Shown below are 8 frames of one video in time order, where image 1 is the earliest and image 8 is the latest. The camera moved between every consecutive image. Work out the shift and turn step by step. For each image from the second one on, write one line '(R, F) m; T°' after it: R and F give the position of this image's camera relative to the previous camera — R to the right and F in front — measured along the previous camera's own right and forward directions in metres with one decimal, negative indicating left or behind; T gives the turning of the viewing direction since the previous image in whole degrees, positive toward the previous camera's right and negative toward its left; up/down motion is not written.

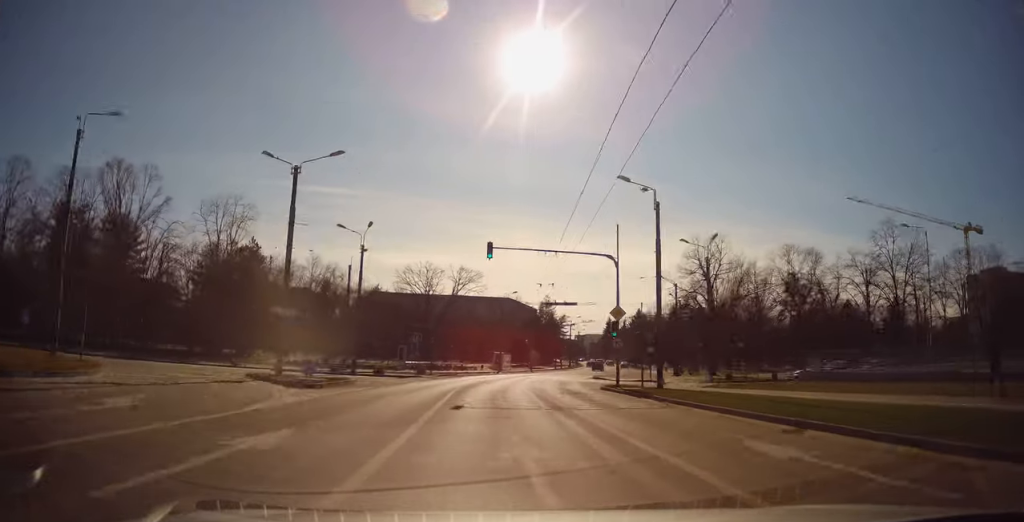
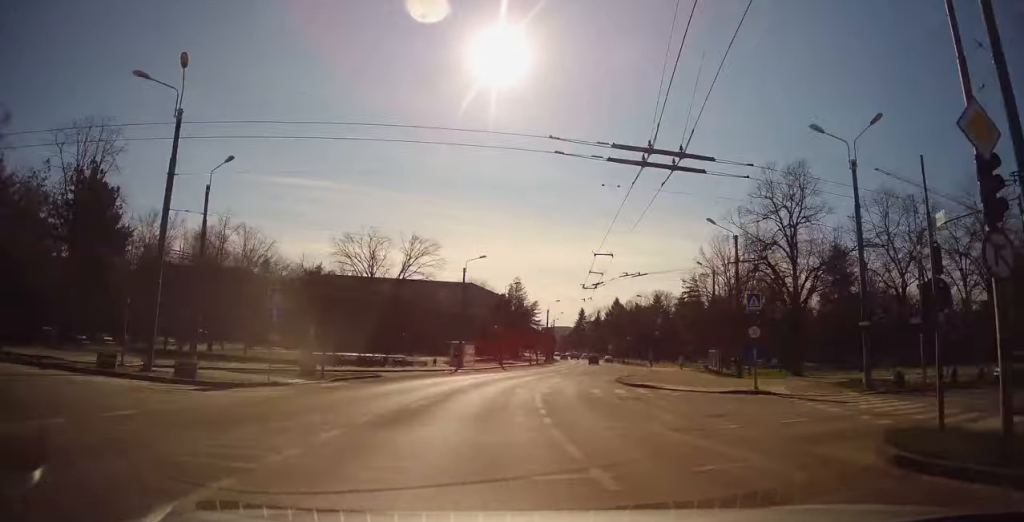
(+0.7, +22.7) m; +4°
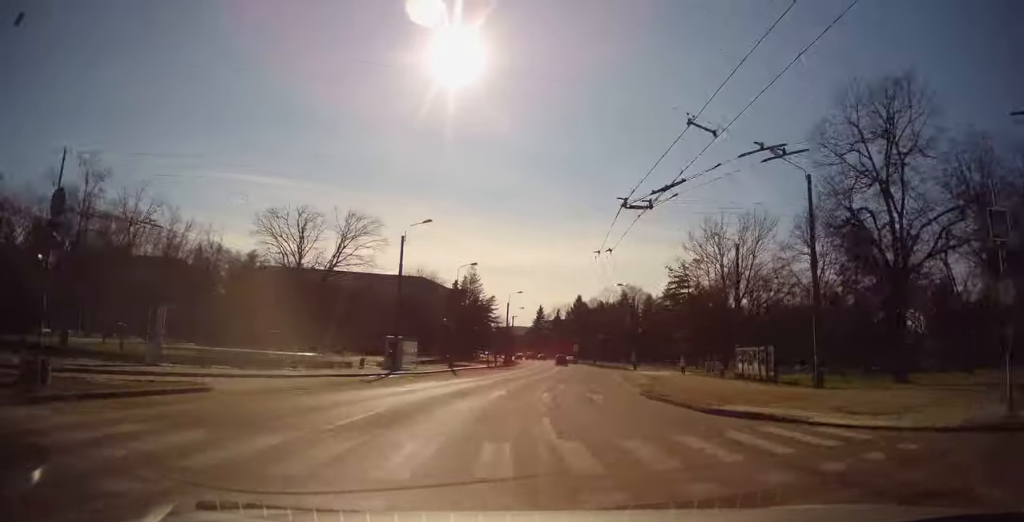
(+0.3, +14.6) m; +4°
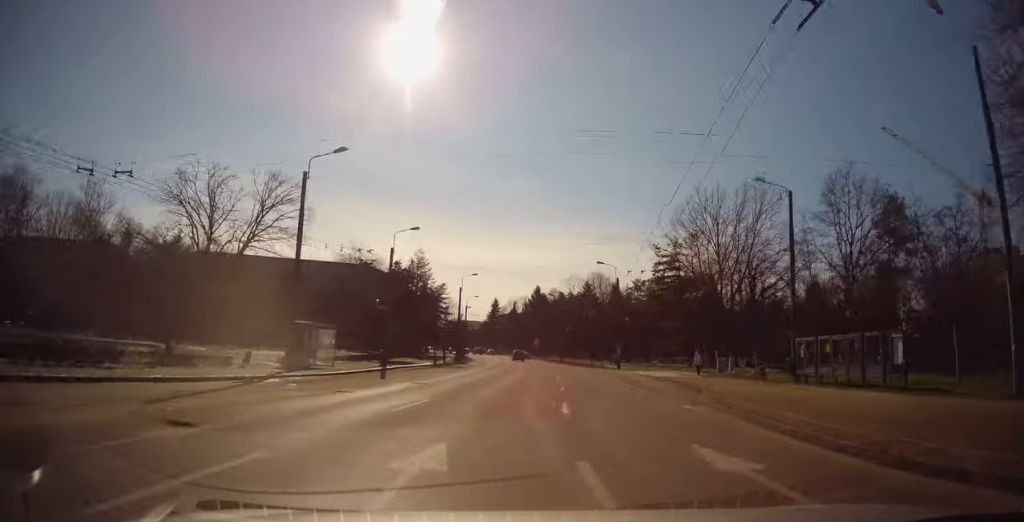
(+0.3, +13.7) m; +4°
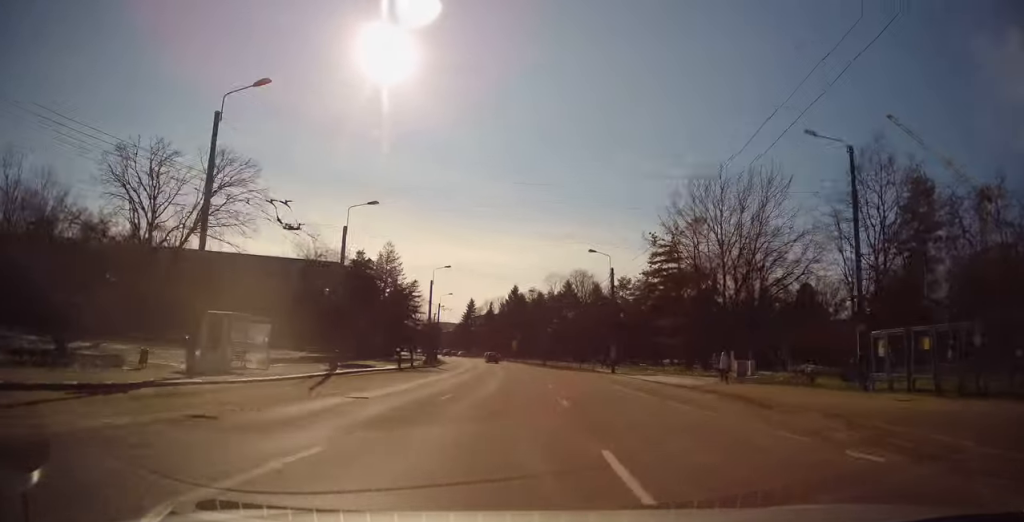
(+0.3, +7.7) m; +2°
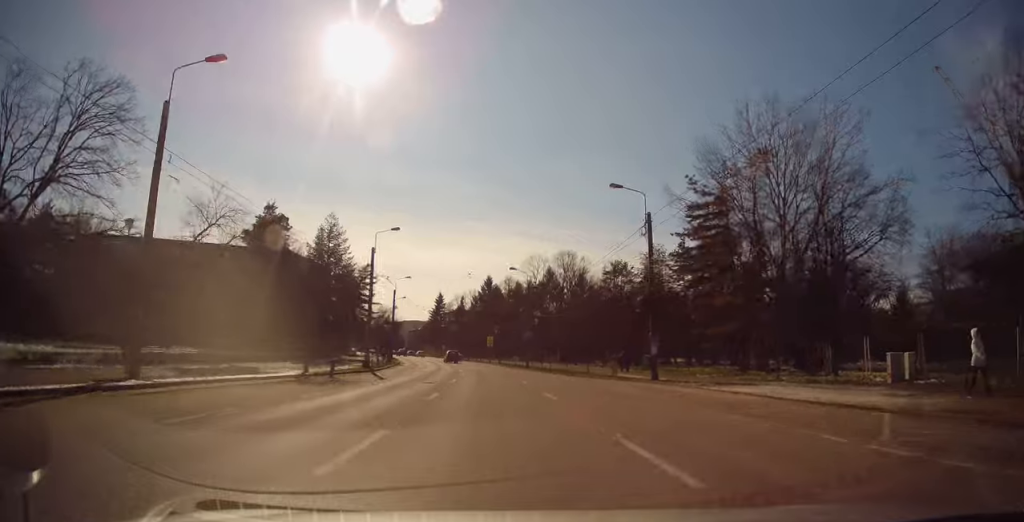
(+0.8, +18.1) m; +3°
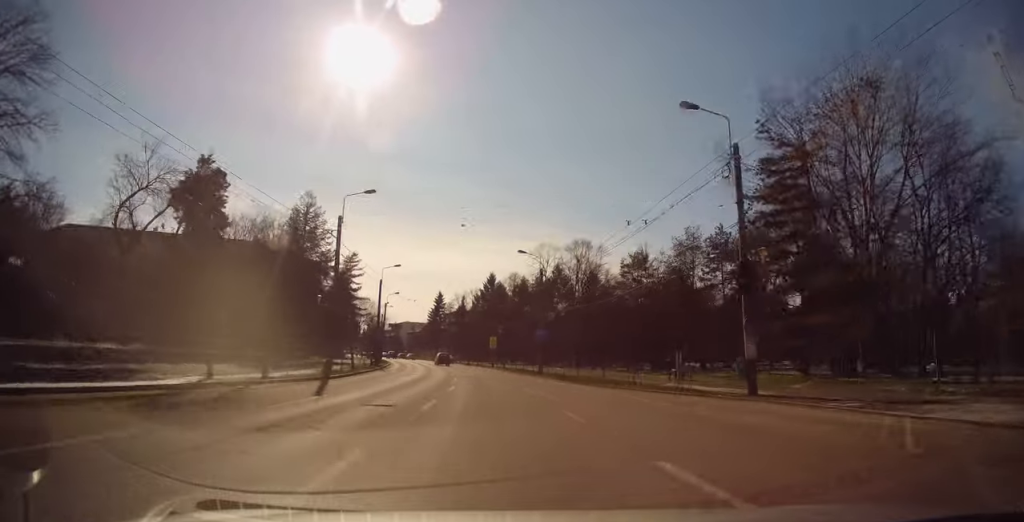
(+0.2, +10.6) m; +1°
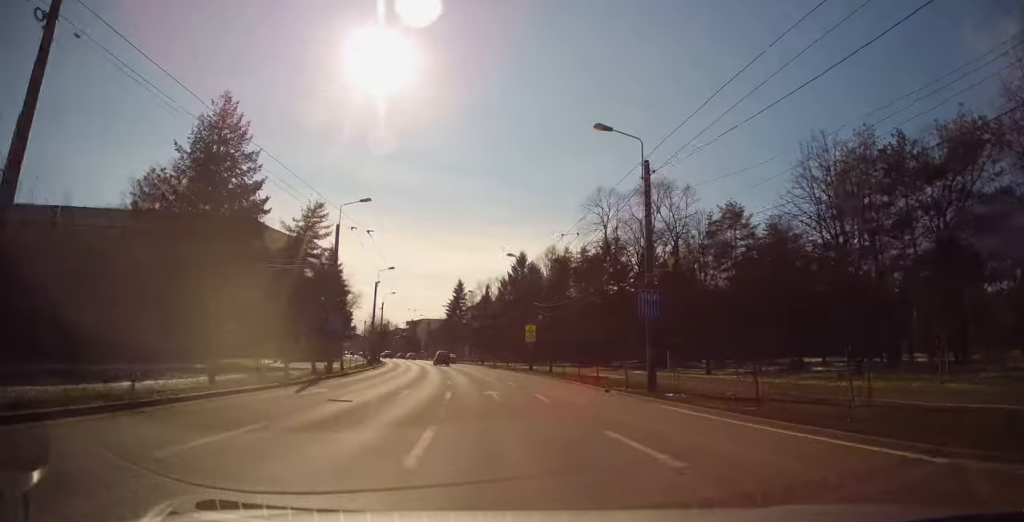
(0.0, +24.9) m; -1°
